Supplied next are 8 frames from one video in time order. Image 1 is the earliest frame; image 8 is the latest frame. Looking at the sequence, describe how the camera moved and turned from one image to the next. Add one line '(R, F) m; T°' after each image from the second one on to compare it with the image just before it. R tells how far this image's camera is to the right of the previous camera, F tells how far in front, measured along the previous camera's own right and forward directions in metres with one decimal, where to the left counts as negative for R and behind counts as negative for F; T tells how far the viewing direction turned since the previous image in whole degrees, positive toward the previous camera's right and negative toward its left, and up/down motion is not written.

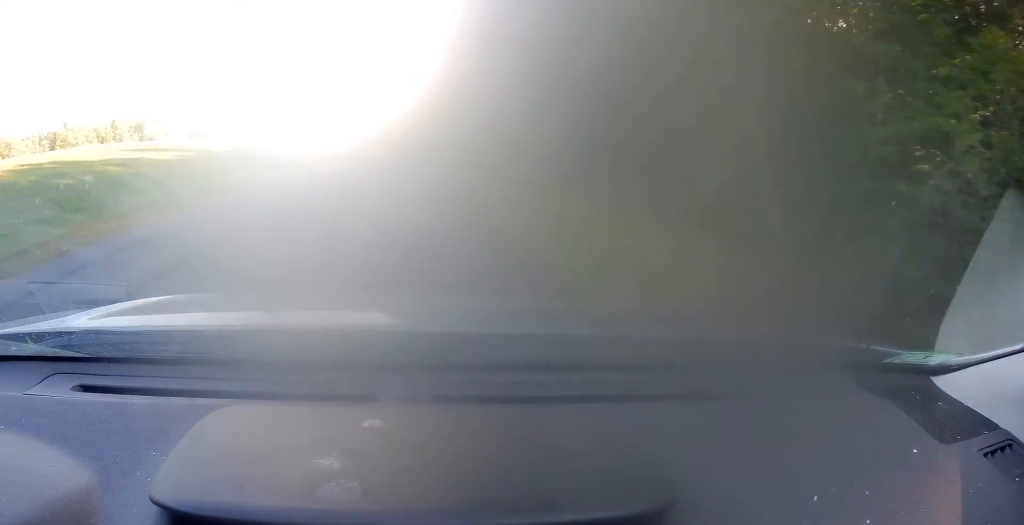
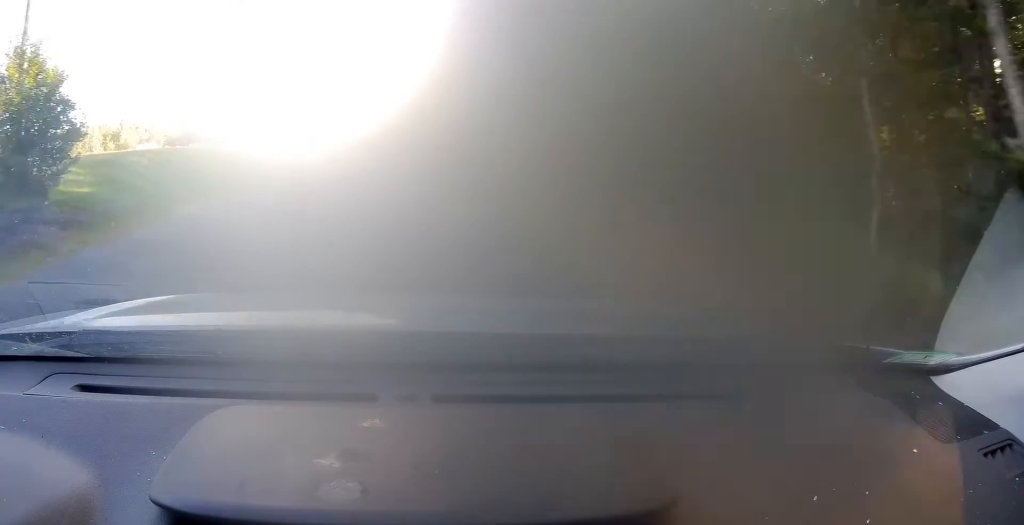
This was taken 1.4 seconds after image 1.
(-0.5, +30.3) m; -2°
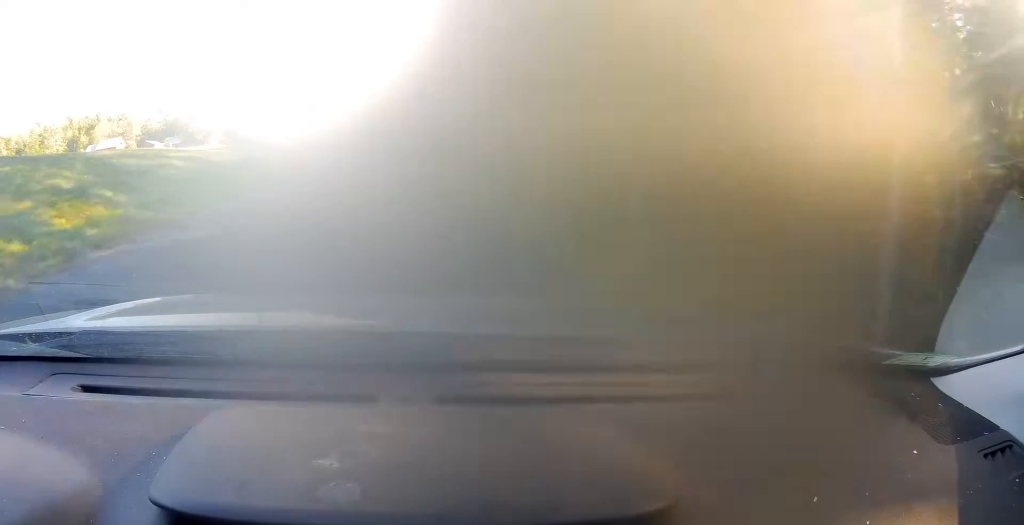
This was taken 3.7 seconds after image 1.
(0.0, +48.6) m; 0°
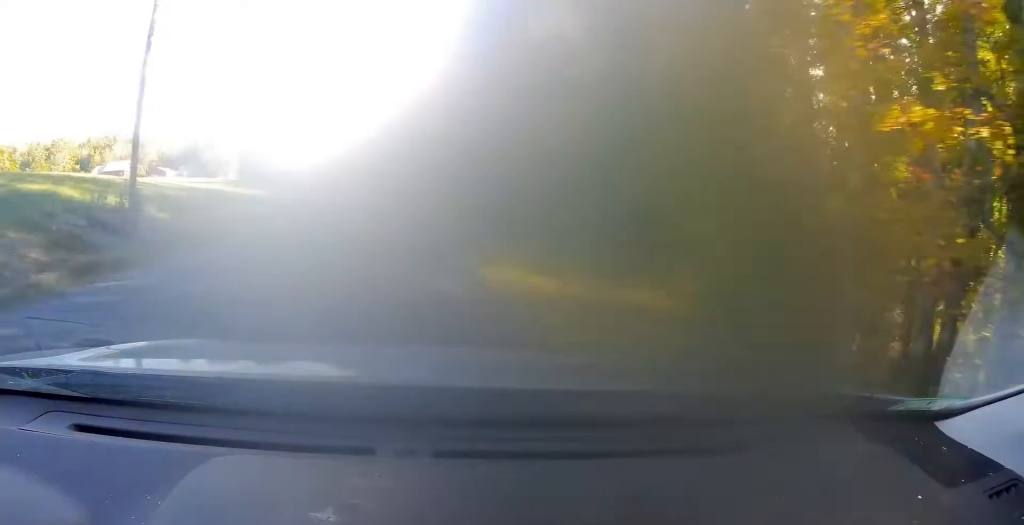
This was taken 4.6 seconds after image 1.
(0.0, +19.4) m; -1°
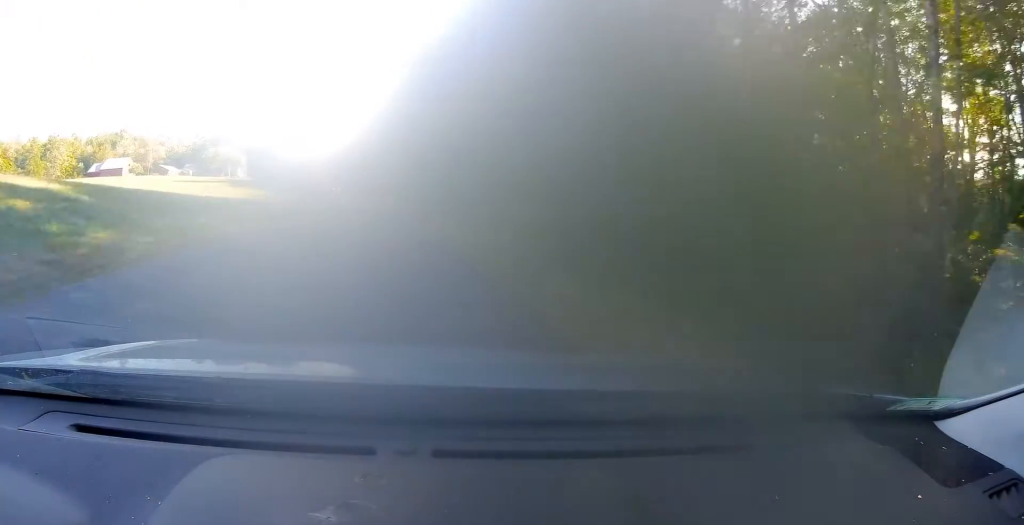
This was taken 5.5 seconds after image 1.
(-0.2, +18.4) m; -3°
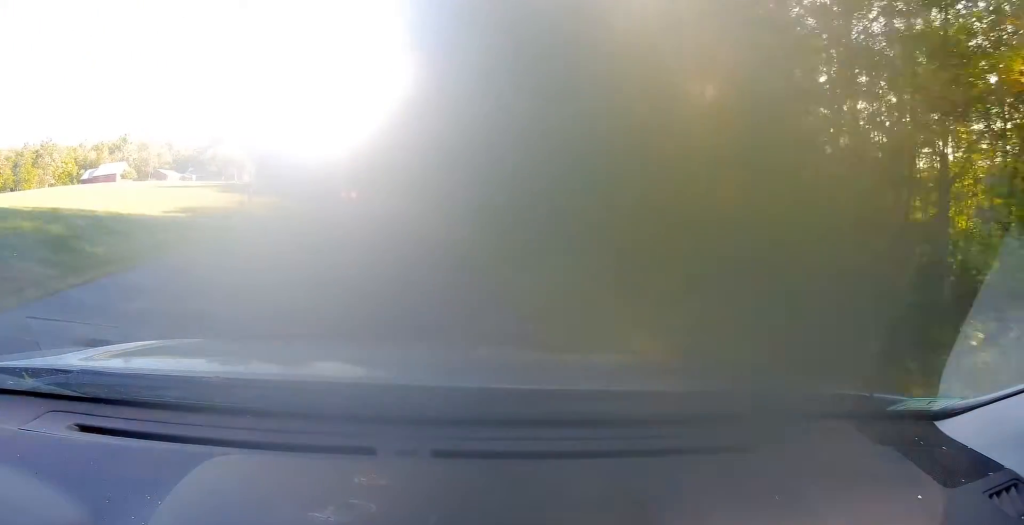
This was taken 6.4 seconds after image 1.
(-0.7, +19.5) m; -2°
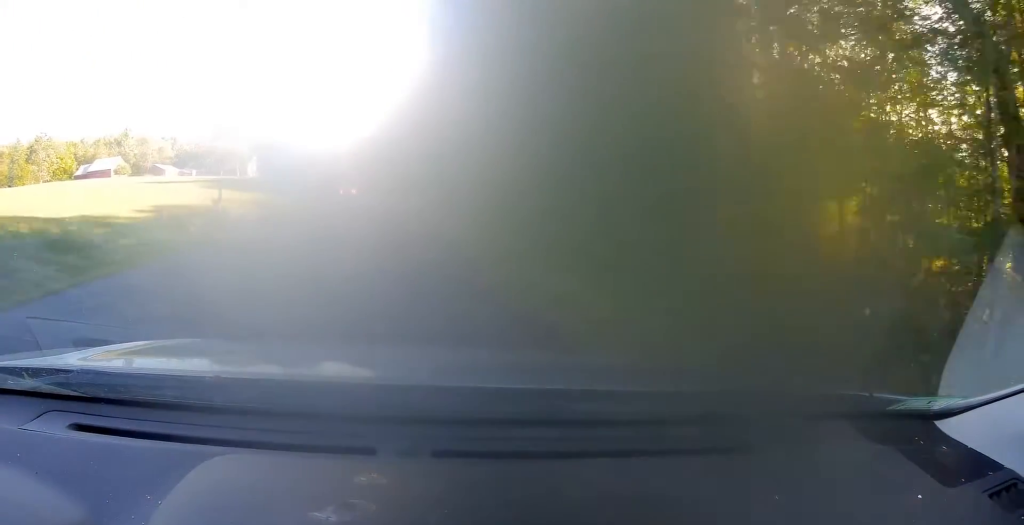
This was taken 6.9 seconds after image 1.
(-0.1, +9.7) m; -1°
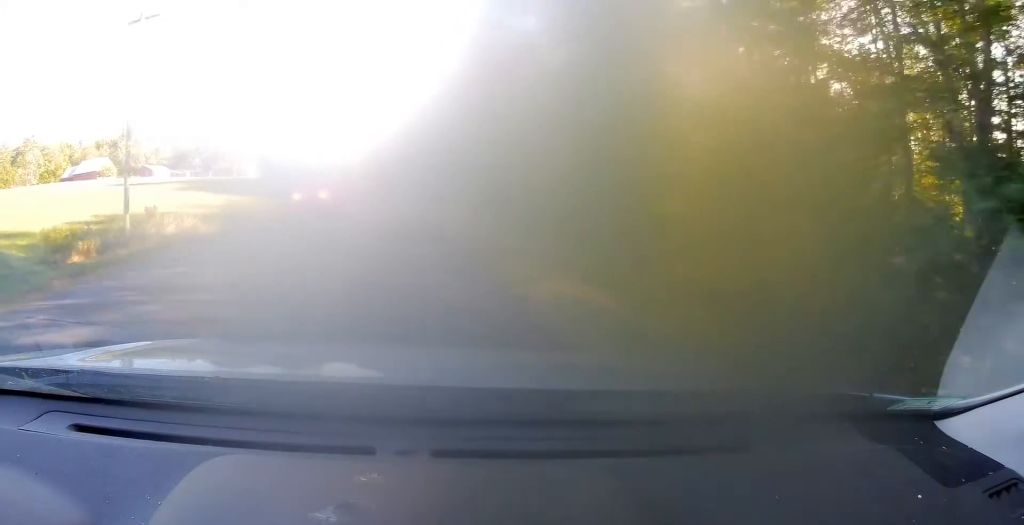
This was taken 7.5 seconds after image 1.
(0.0, +13.9) m; -1°
